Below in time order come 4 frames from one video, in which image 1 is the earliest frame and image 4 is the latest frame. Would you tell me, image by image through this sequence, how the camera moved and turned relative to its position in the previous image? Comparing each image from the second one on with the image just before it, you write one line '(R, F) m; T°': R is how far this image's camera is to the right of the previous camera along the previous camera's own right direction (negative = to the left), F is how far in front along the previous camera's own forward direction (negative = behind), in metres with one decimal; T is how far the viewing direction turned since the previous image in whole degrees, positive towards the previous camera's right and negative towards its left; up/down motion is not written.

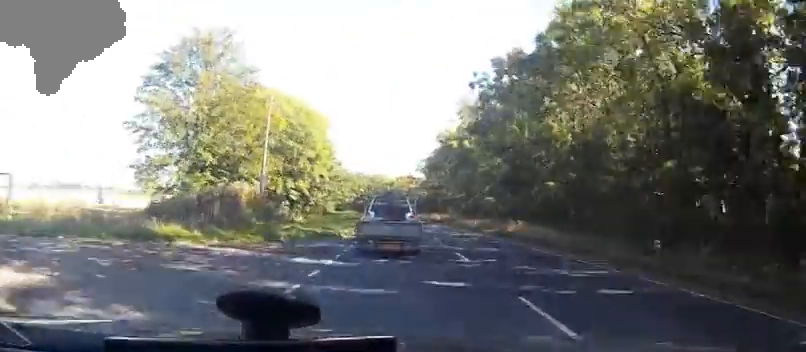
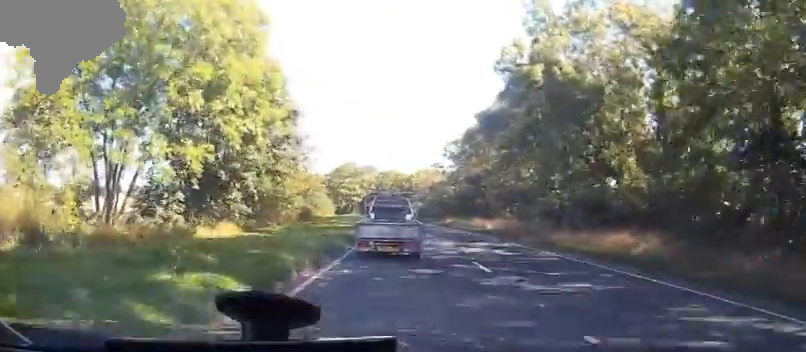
(-2.4, +28.3) m; -8°
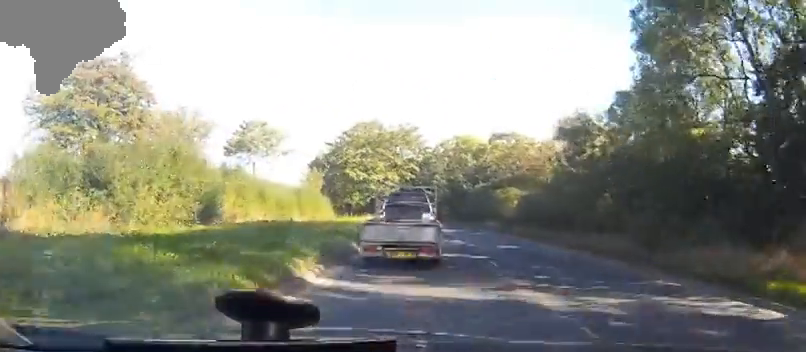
(0.0, +54.8) m; -3°
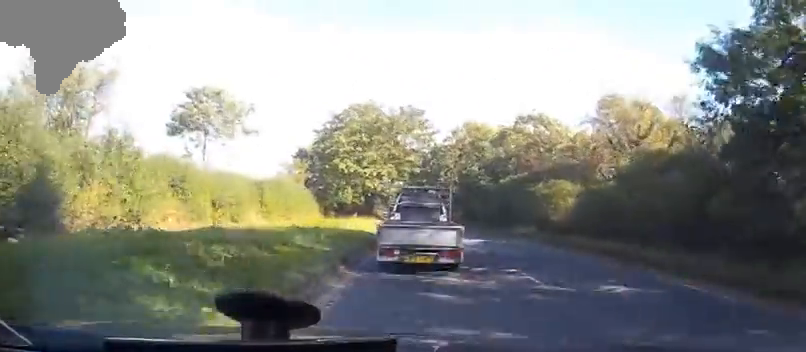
(-0.3, +12.0) m; 0°
